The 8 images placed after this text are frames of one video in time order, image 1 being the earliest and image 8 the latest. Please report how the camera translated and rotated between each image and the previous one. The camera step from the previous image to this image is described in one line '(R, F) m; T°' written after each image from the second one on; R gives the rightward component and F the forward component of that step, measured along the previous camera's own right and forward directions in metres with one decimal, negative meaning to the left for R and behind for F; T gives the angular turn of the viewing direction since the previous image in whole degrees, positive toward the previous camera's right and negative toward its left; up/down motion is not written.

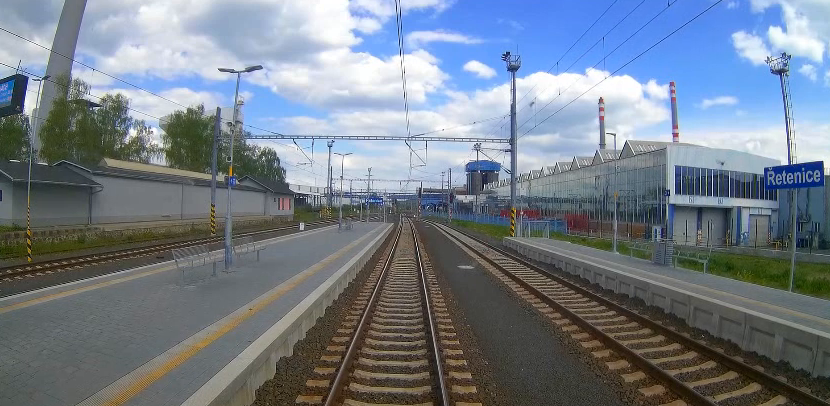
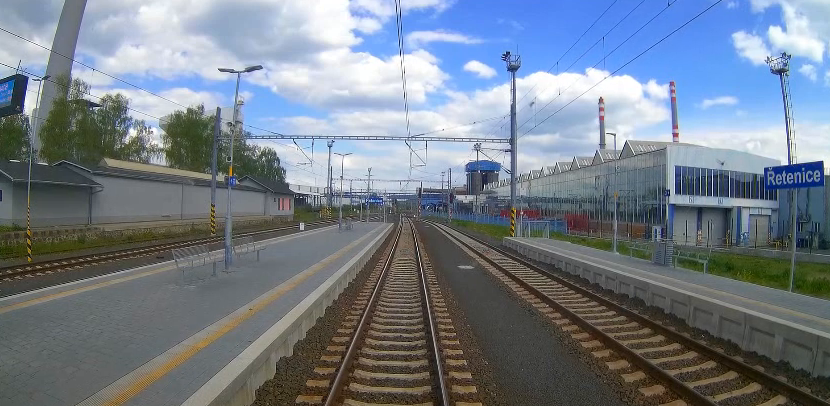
(0.0, 0.0) m; 0°
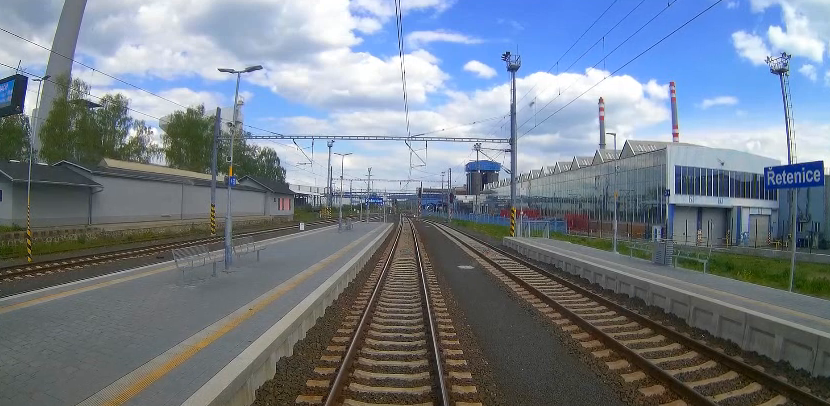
(0.0, 0.0) m; 0°
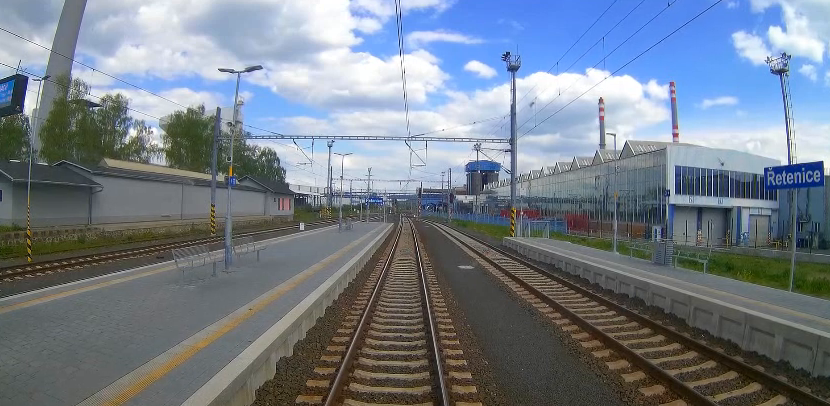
(0.0, 0.0) m; 0°
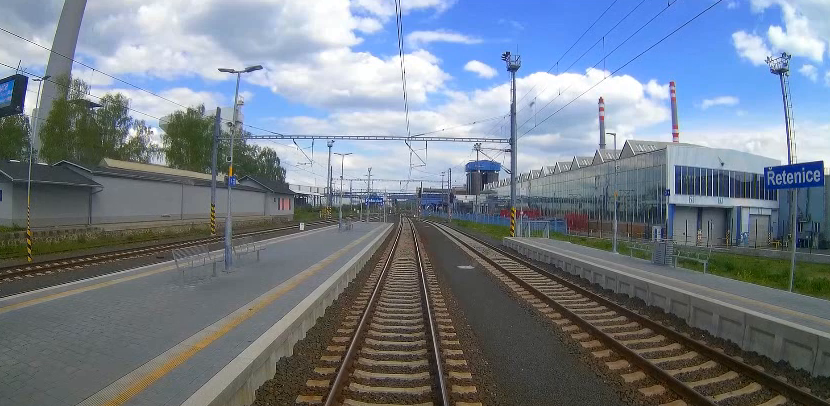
(0.0, 0.0) m; 0°
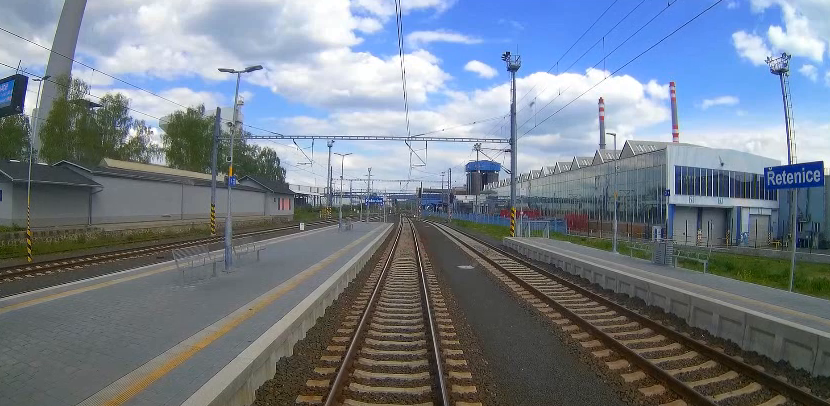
(0.0, 0.0) m; 0°
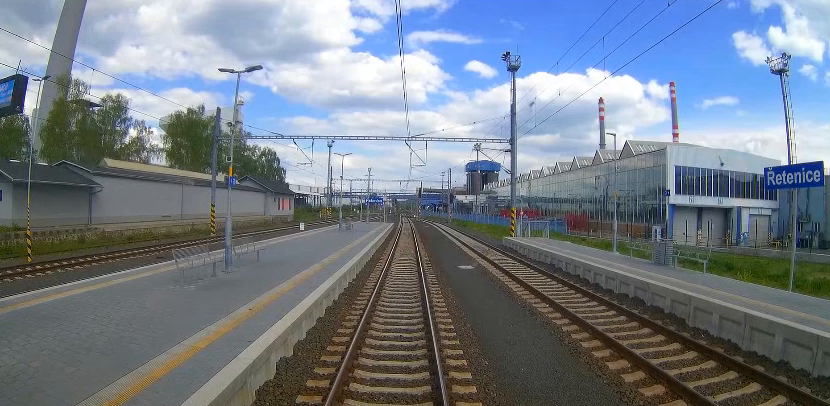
(0.0, 0.0) m; 0°
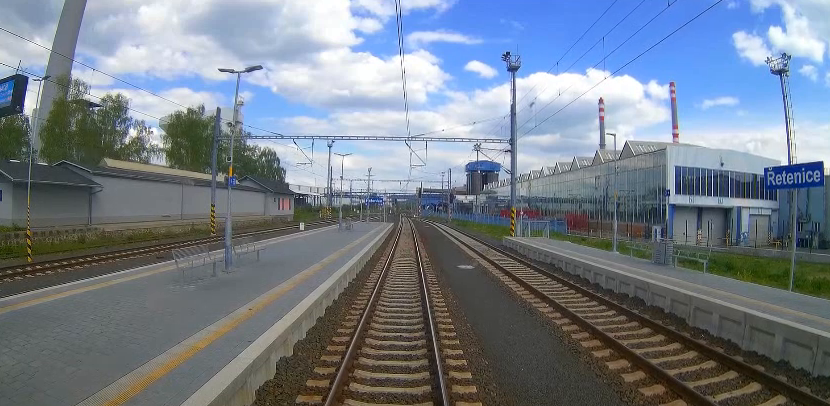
(0.0, 0.0) m; 0°
